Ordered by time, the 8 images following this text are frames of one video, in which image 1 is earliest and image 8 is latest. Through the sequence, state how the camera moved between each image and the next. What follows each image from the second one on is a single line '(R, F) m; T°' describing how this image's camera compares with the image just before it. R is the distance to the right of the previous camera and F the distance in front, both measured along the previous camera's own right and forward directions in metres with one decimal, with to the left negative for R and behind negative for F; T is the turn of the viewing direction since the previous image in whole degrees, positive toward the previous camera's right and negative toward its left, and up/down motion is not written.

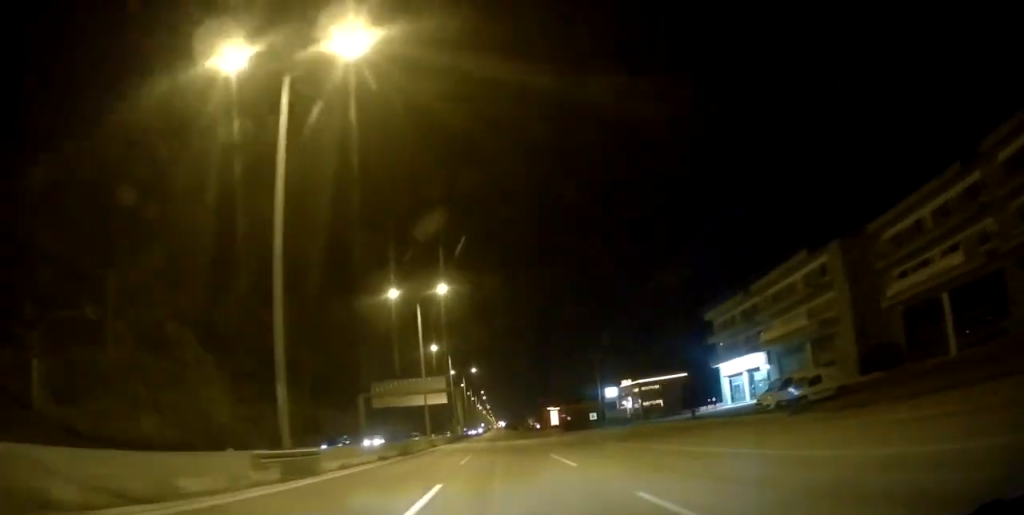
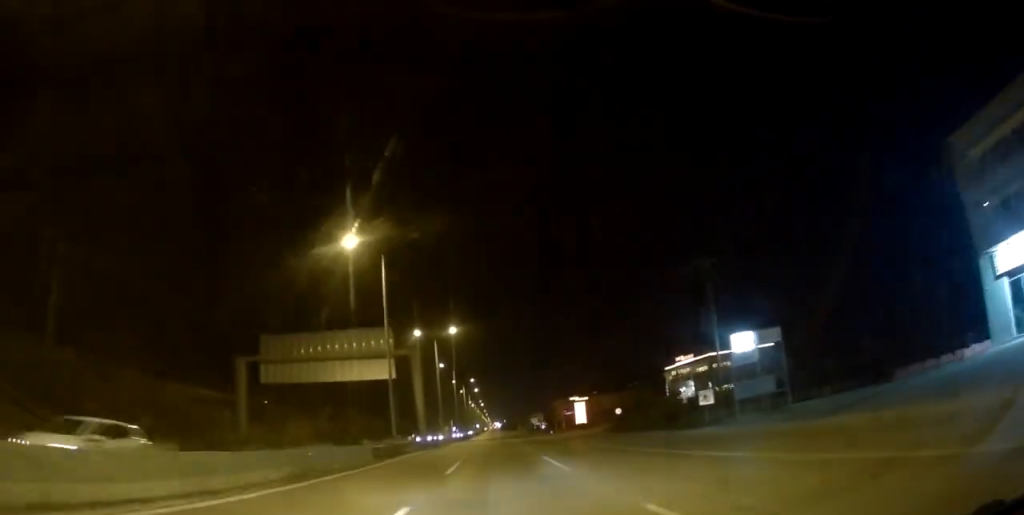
(+0.8, +48.9) m; 0°
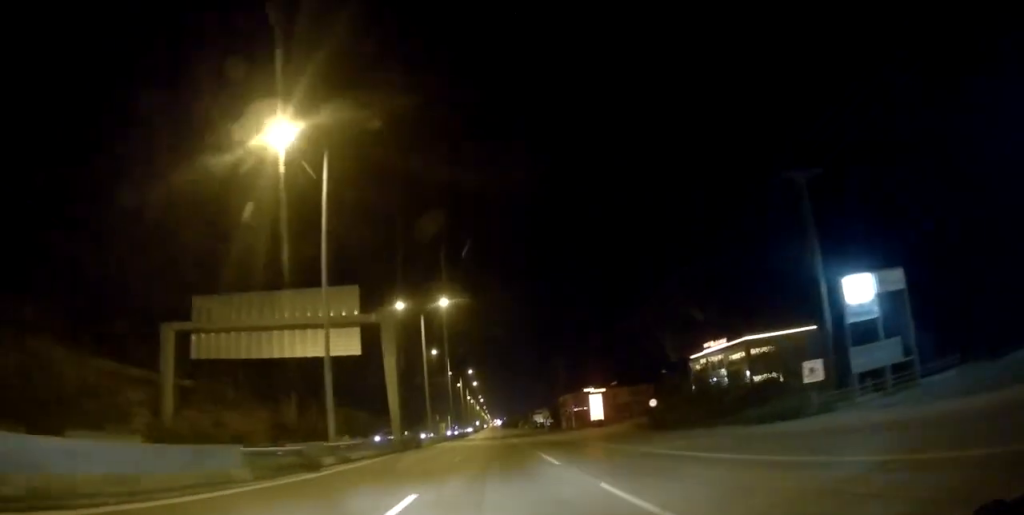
(-0.2, +13.5) m; -1°
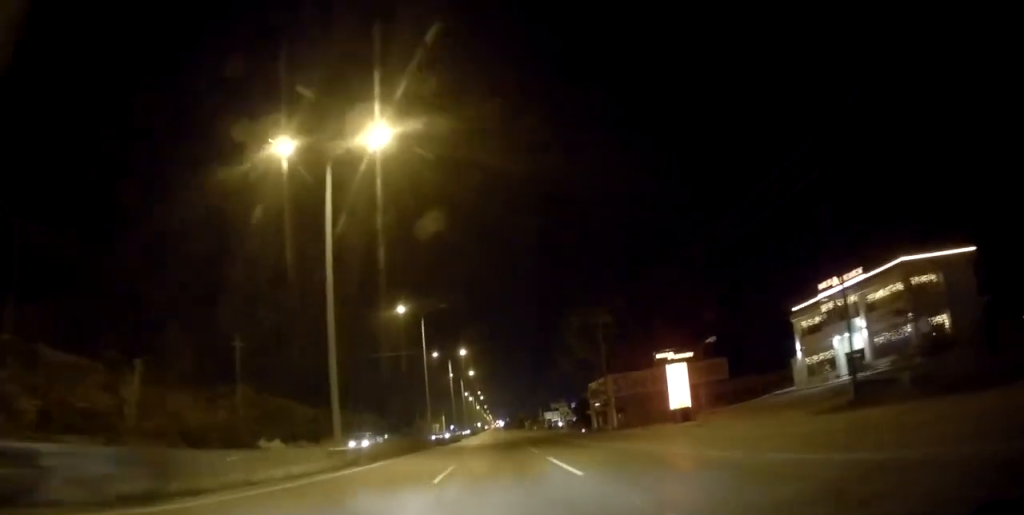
(-0.8, +32.8) m; -1°
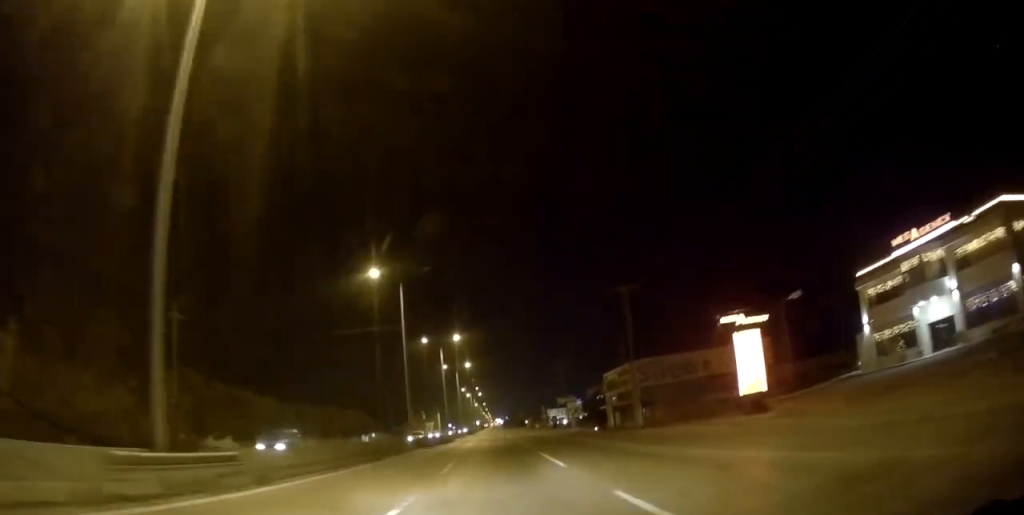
(+0.3, +12.7) m; +1°
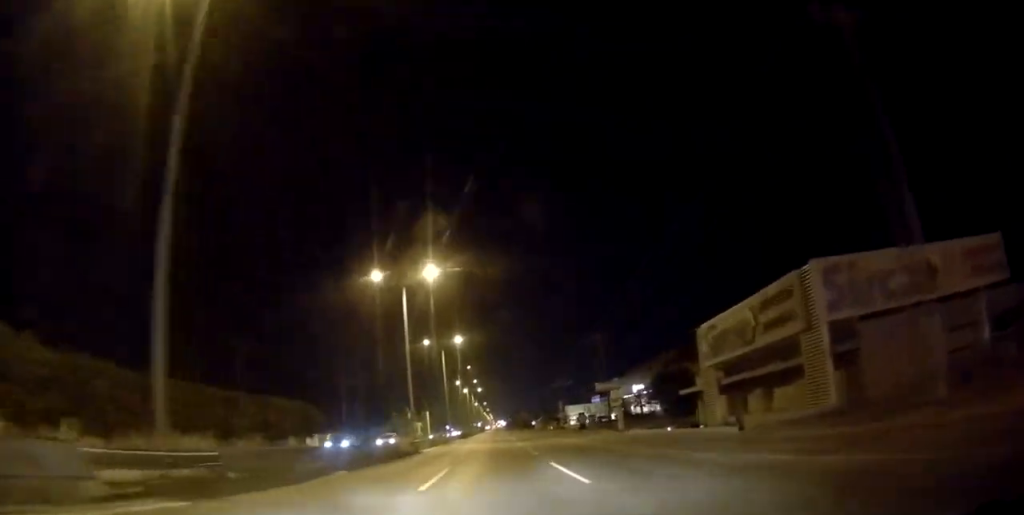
(+0.8, +33.6) m; 0°
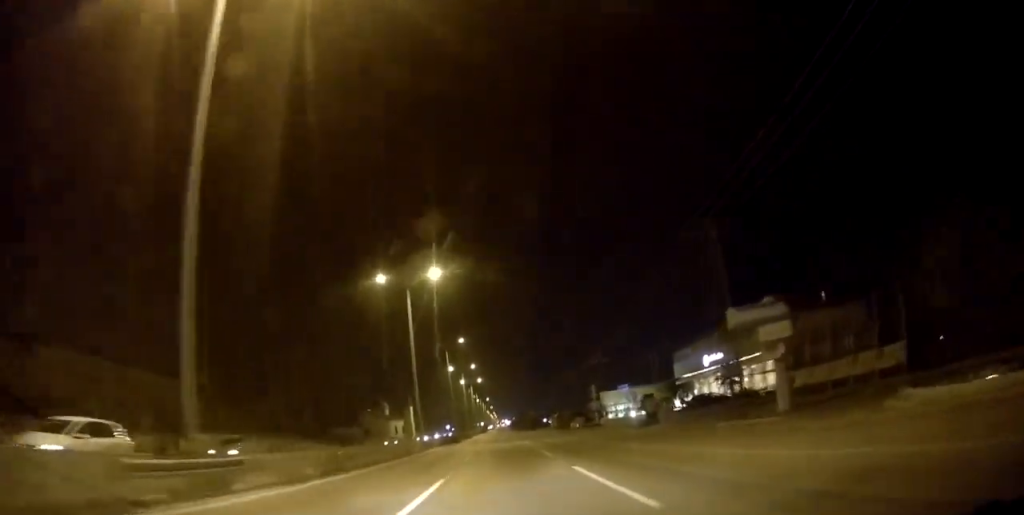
(-0.9, +33.8) m; 0°
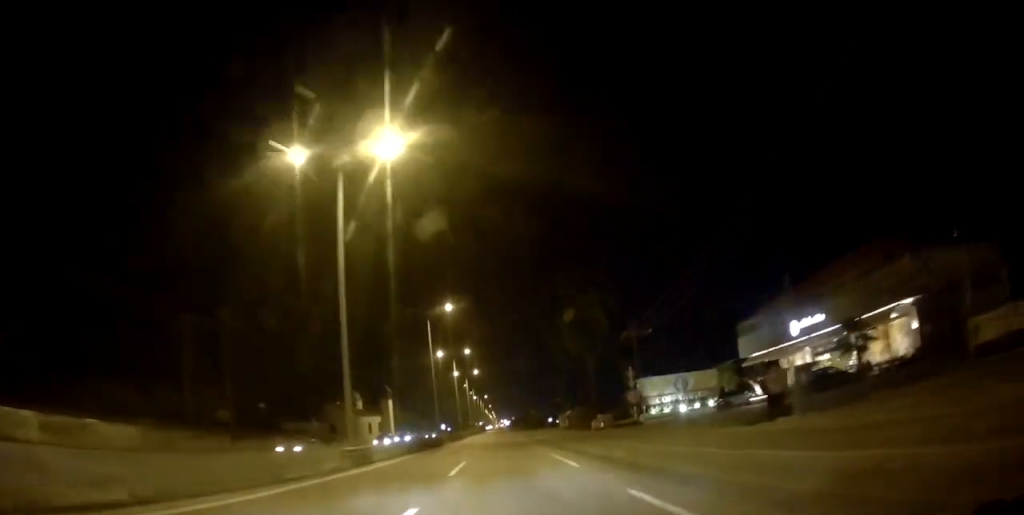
(+0.7, +21.4) m; +1°
